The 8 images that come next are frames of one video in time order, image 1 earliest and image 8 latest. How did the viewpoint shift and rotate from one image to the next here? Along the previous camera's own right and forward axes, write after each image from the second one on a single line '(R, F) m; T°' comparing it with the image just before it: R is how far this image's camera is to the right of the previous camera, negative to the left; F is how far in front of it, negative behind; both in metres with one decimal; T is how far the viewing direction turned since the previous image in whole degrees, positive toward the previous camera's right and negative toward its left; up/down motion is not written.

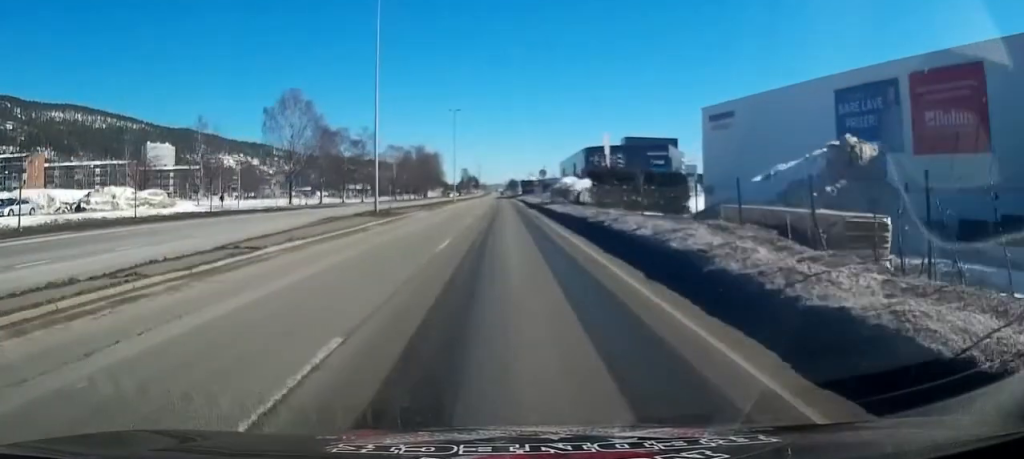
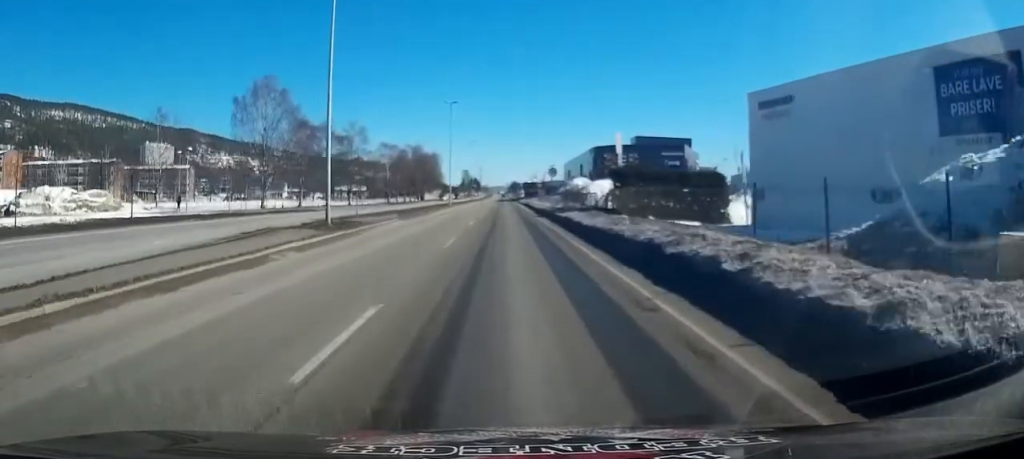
(-0.2, +10.5) m; 0°
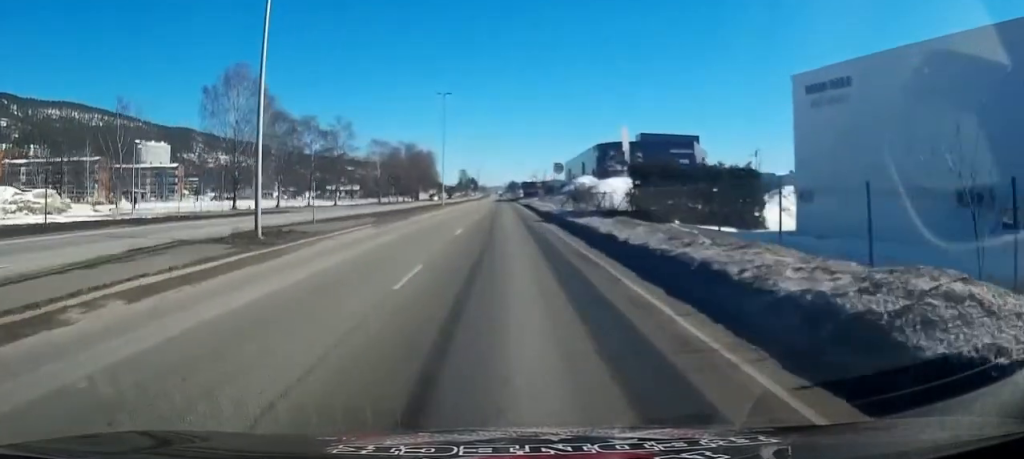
(+0.2, +7.5) m; 0°
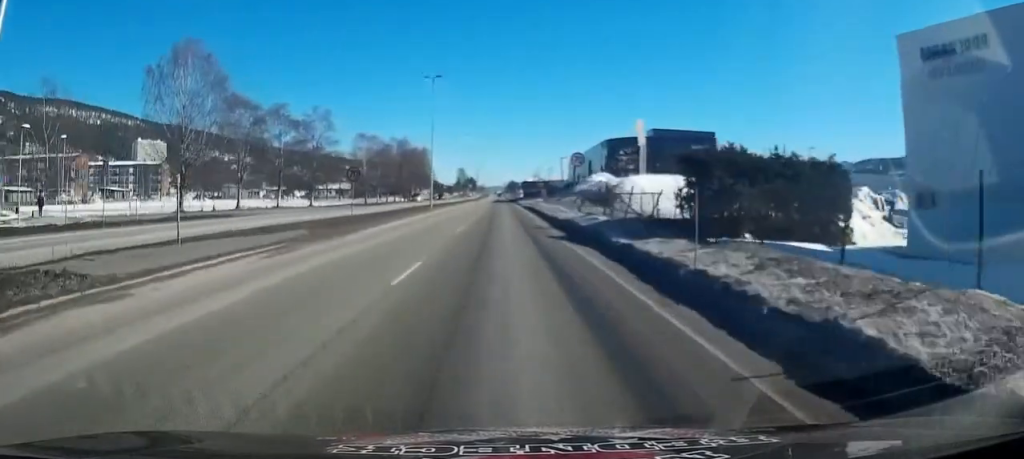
(+0.2, +11.6) m; 0°
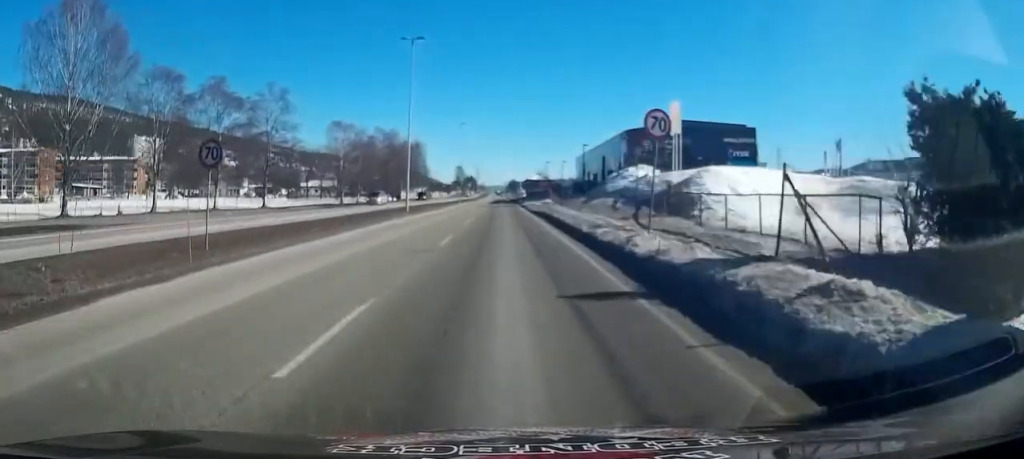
(-0.3, +16.6) m; 0°
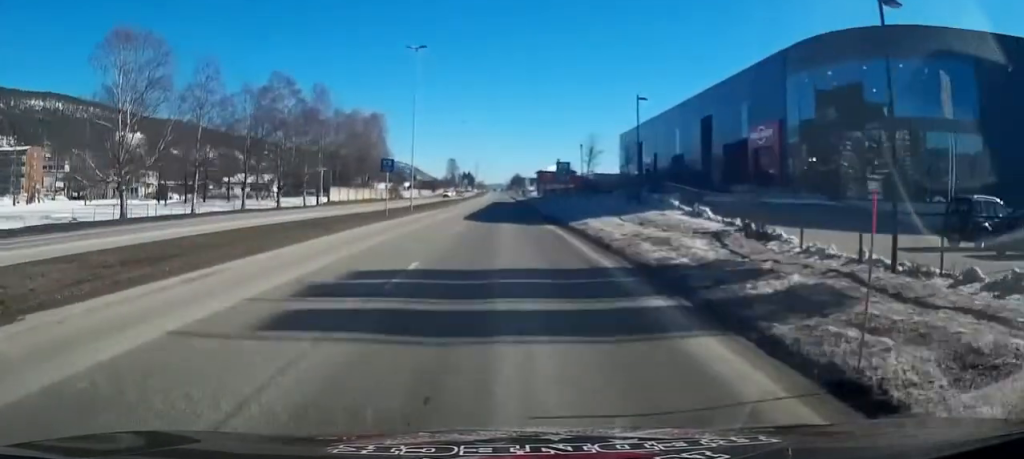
(0.0, +55.8) m; -1°
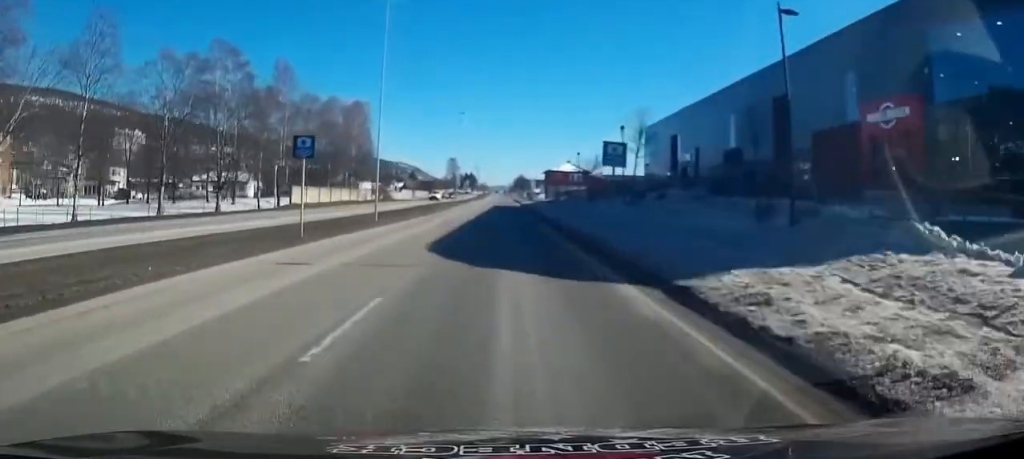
(-0.3, +15.2) m; -1°
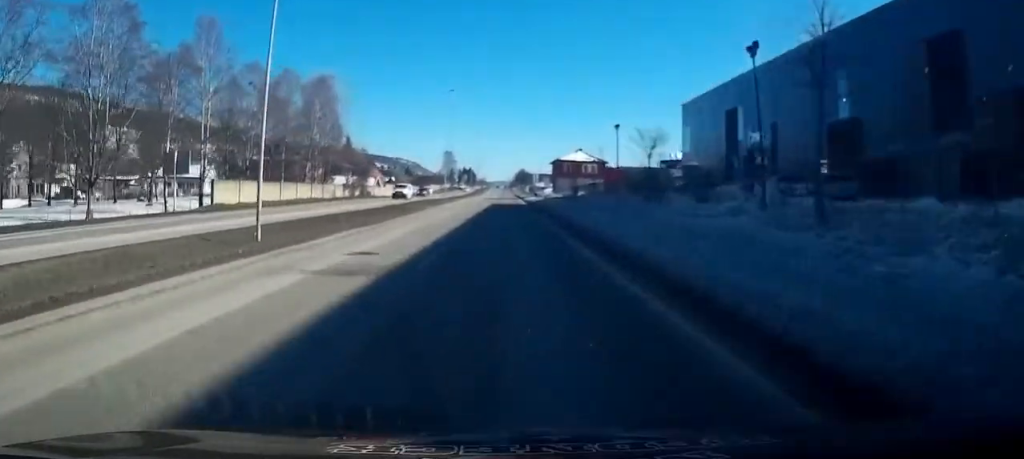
(-0.1, +17.7) m; 0°
